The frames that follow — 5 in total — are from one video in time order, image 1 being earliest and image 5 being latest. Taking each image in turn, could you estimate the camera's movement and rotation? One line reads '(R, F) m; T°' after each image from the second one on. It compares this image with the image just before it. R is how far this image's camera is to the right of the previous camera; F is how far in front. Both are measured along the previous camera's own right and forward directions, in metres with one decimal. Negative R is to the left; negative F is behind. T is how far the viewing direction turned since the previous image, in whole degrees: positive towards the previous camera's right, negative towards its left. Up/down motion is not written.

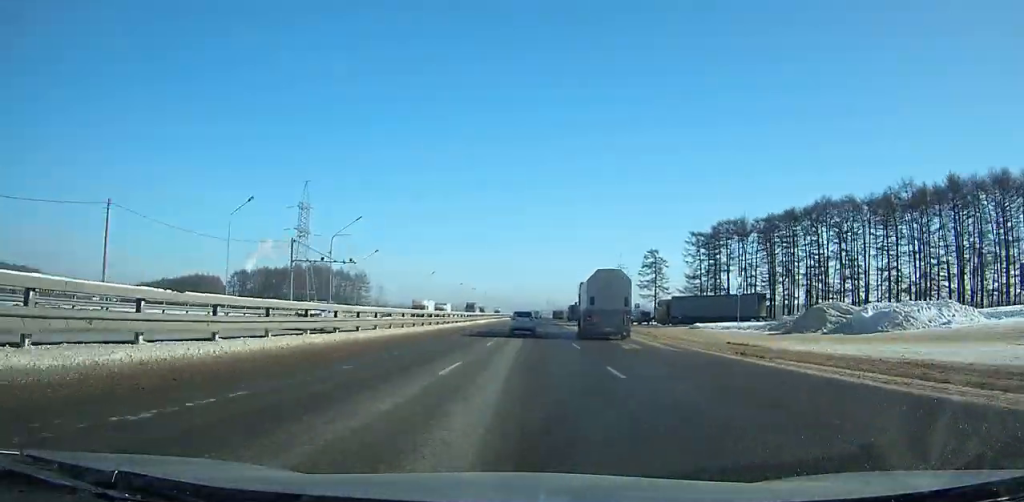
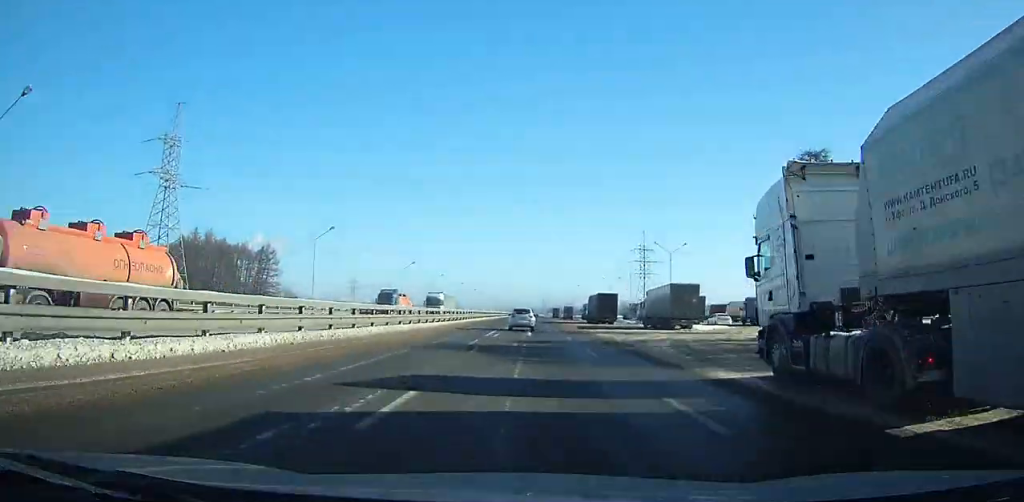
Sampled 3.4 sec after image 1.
(-0.4, +64.9) m; 0°
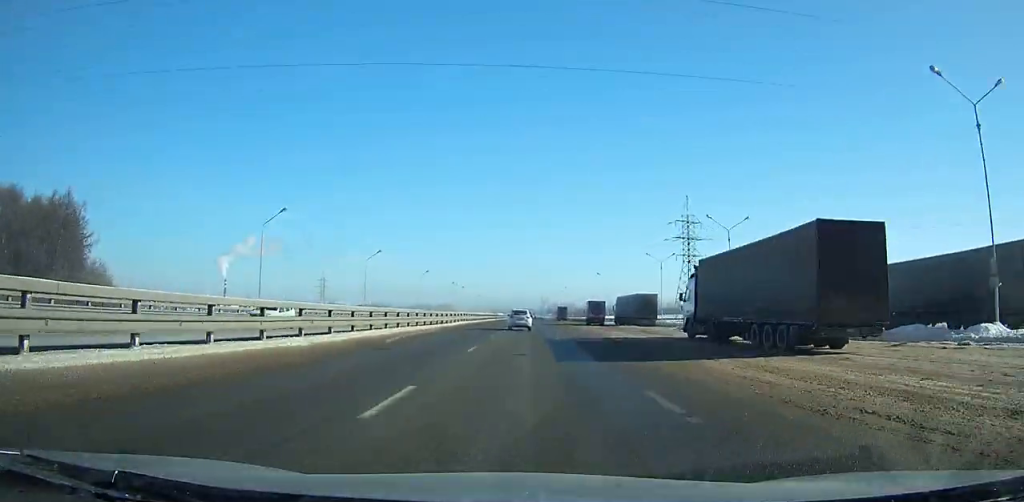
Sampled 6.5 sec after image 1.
(0.0, +60.8) m; 0°
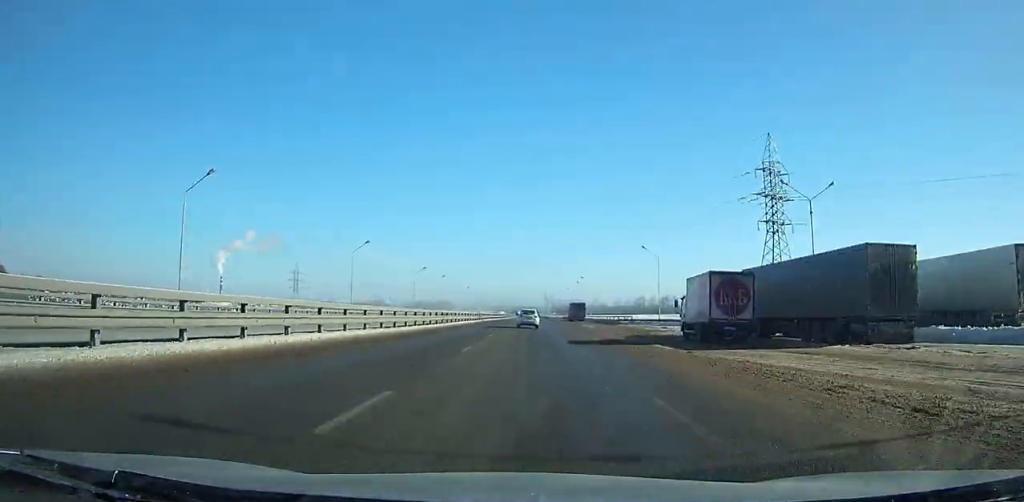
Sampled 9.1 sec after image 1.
(0.0, +51.6) m; +1°
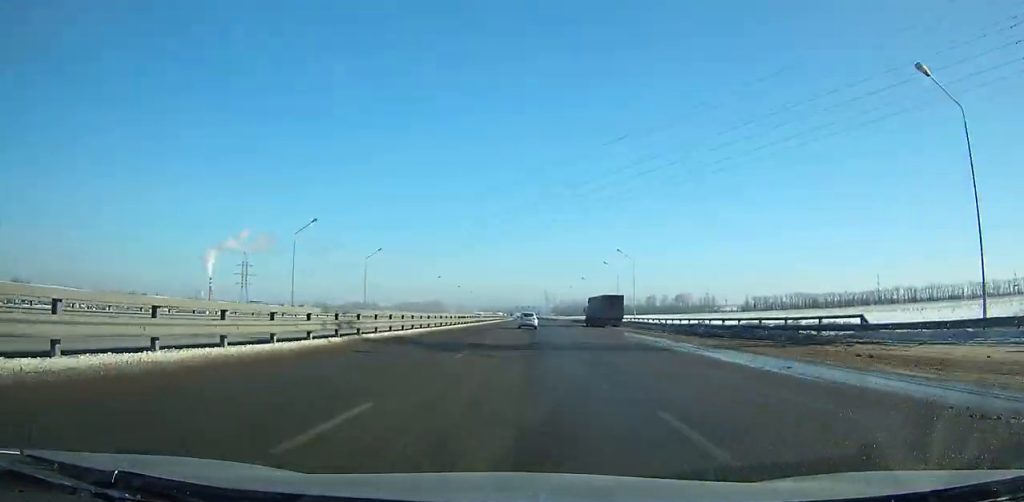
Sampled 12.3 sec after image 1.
(+1.0, +63.4) m; -1°
